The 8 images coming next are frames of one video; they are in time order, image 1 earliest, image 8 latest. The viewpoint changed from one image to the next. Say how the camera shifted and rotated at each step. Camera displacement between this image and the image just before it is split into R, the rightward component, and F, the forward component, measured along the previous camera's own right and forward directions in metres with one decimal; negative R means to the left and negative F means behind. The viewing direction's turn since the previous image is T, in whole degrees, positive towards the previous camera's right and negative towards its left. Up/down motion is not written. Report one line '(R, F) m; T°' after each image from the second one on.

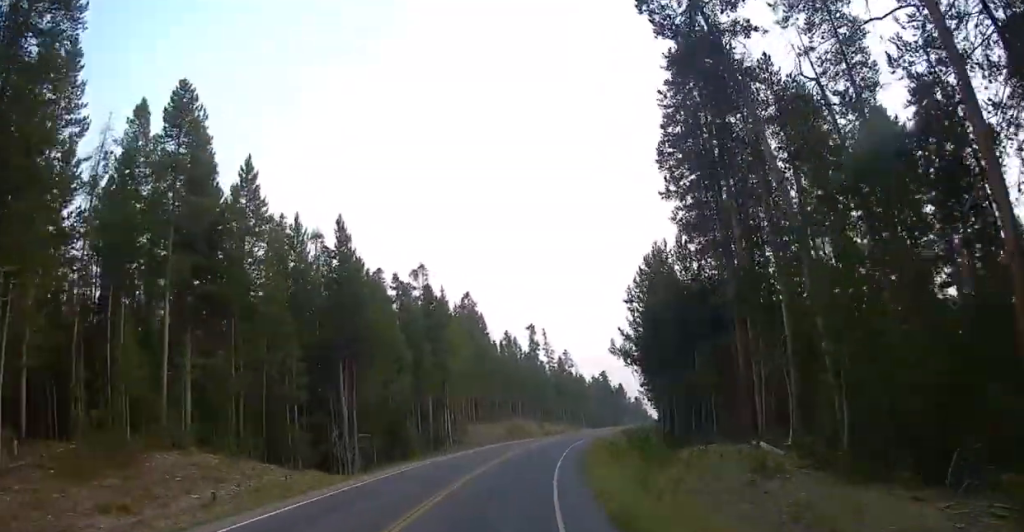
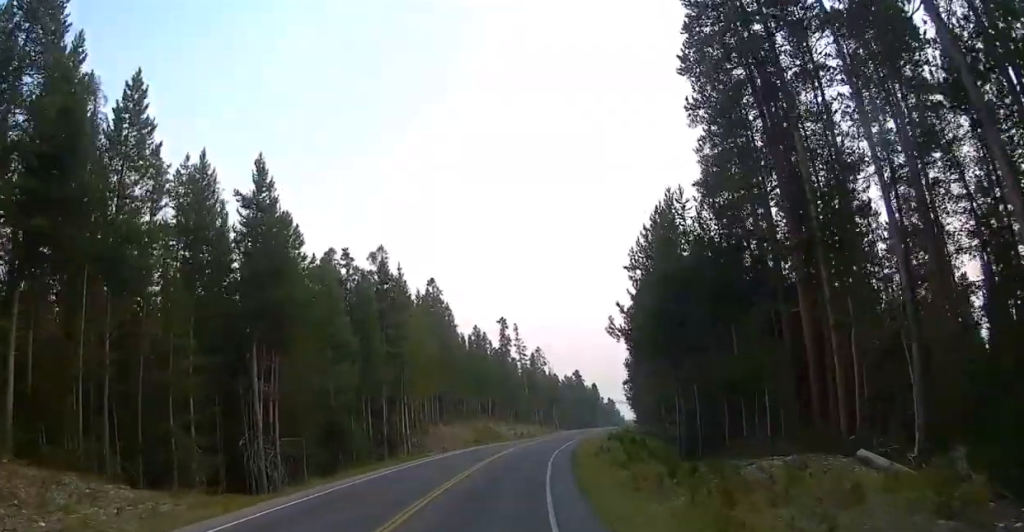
(+0.4, +8.2) m; +4°
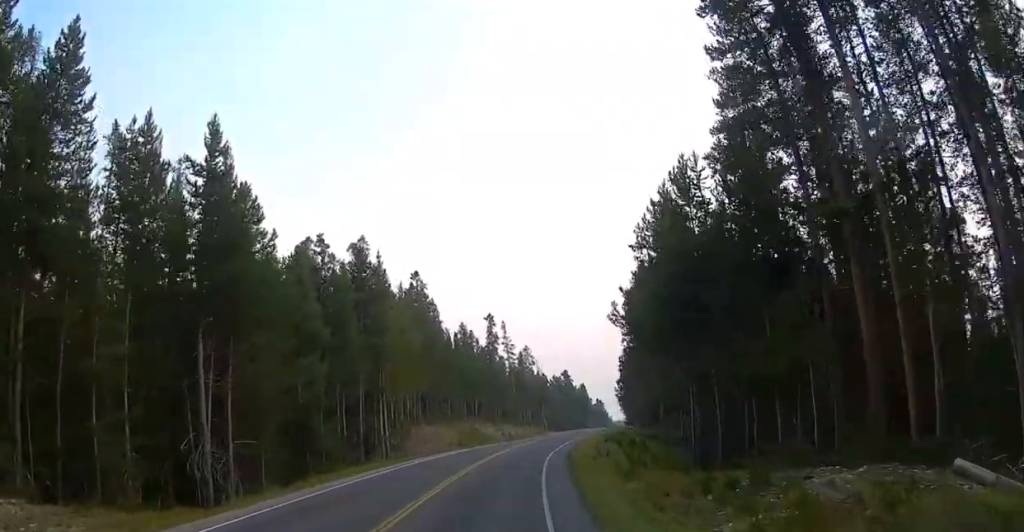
(+0.1, +5.5) m; +1°
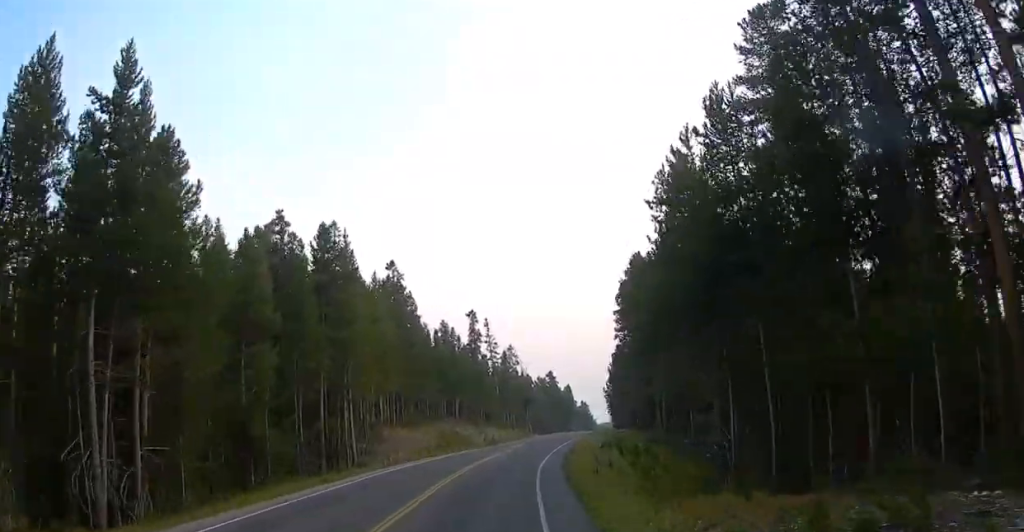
(+0.1, +7.1) m; +1°
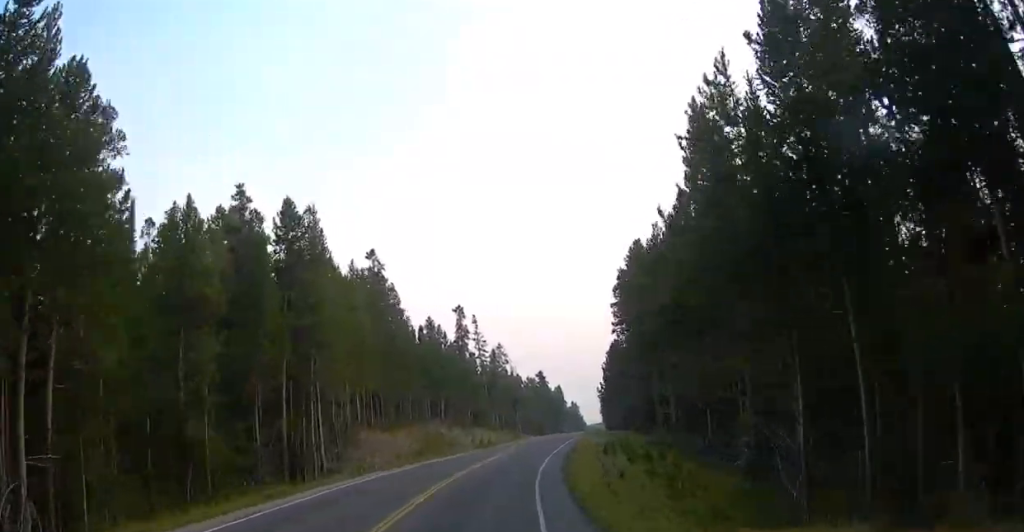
(+0.1, +7.4) m; 0°
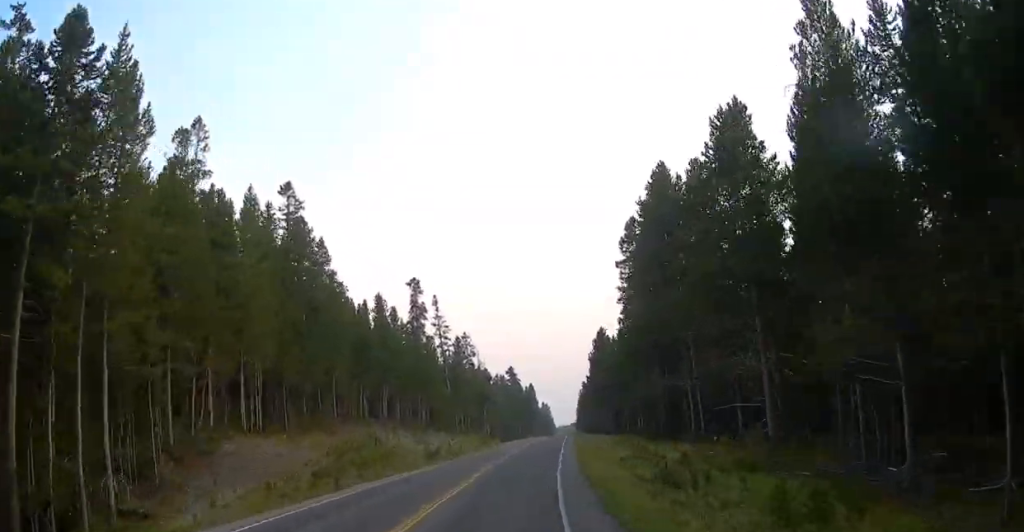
(+0.4, +25.9) m; +4°
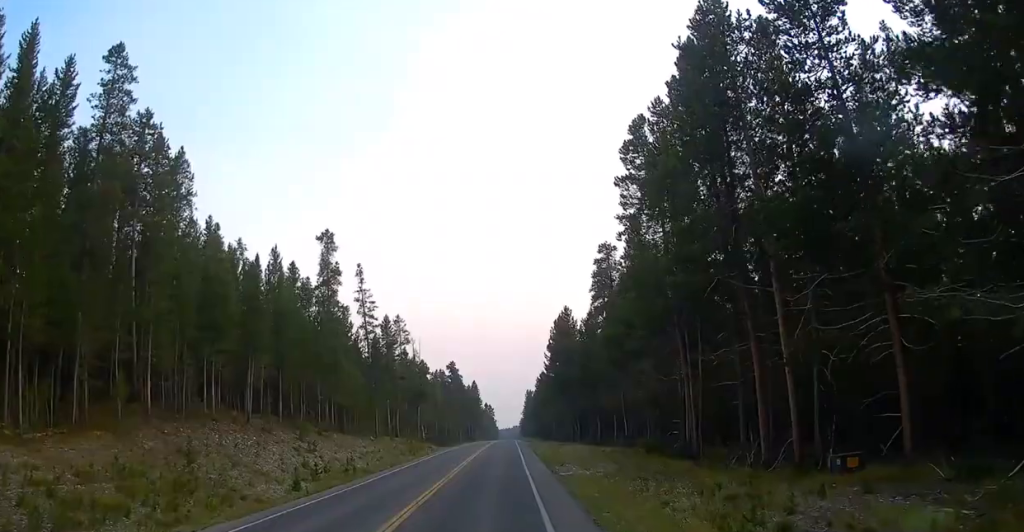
(+1.0, +23.2) m; +4°
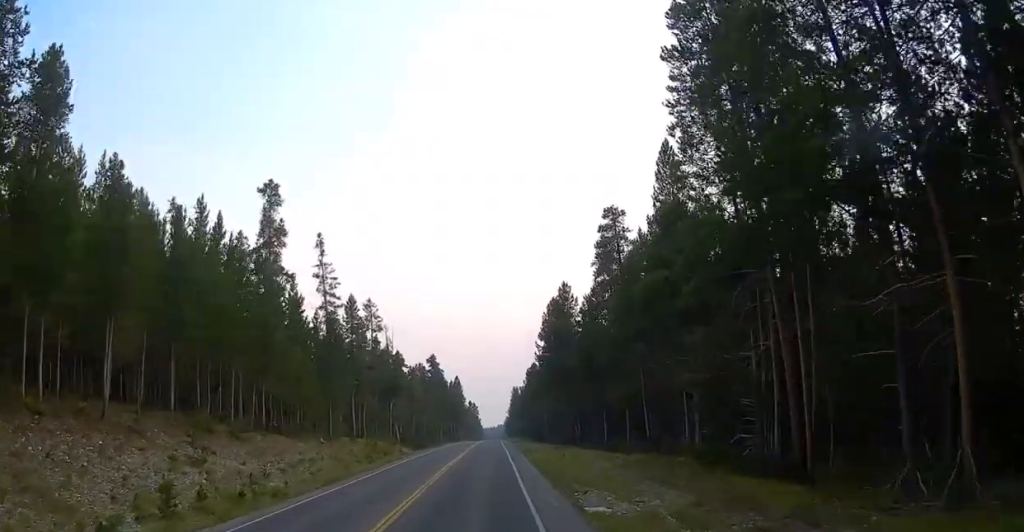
(+0.6, +14.6) m; +2°
